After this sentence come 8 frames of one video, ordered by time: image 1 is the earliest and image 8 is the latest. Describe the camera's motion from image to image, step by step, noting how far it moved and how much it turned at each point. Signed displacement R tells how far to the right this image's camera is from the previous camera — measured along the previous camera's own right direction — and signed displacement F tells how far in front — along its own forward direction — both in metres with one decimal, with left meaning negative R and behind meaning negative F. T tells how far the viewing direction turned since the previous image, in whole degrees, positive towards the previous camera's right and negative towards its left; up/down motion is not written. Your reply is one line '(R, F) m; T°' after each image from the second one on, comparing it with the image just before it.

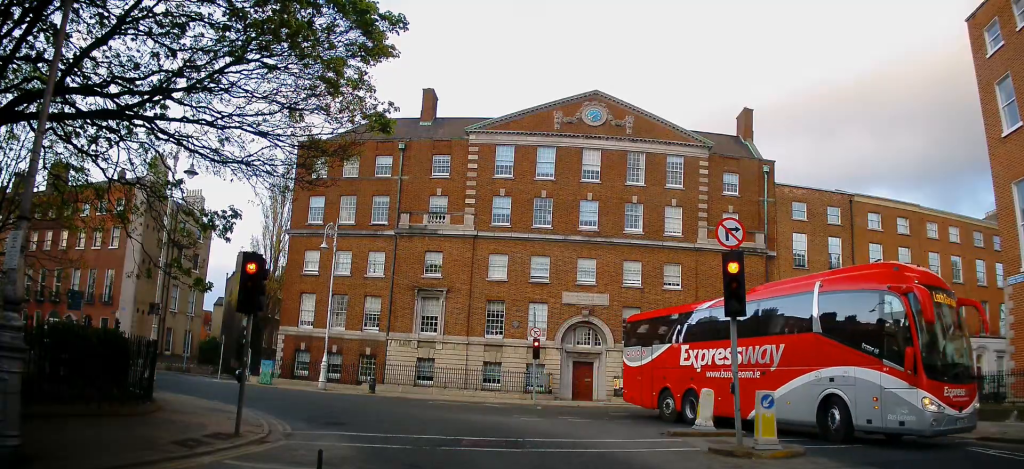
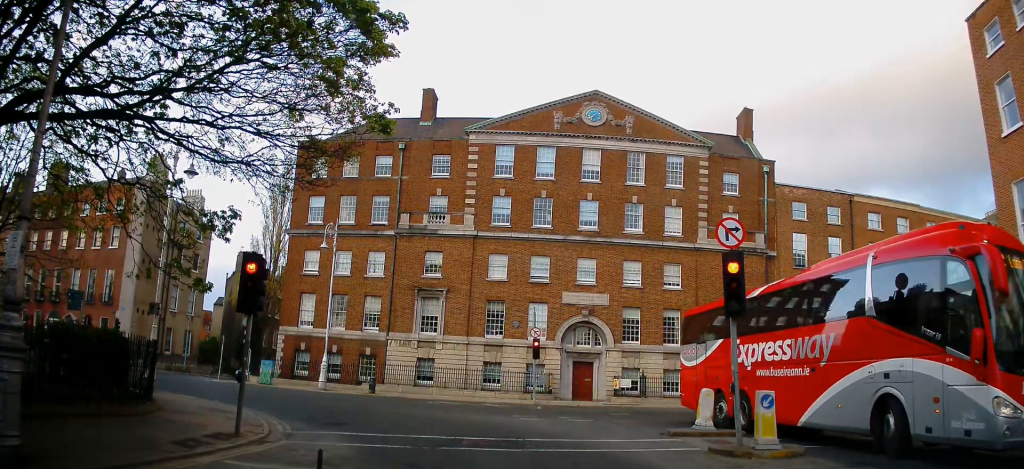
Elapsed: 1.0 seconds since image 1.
(0.0, 0.0) m; 0°
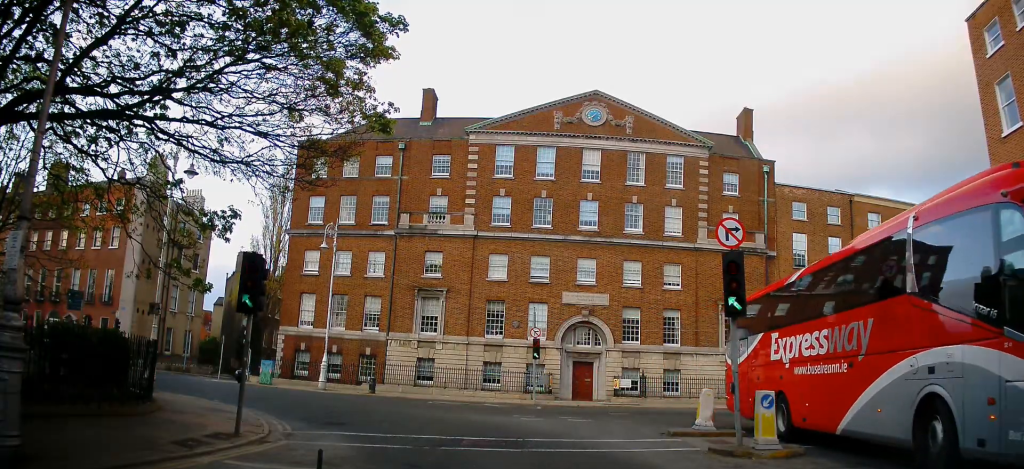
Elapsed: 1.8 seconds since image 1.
(0.0, 0.0) m; 0°
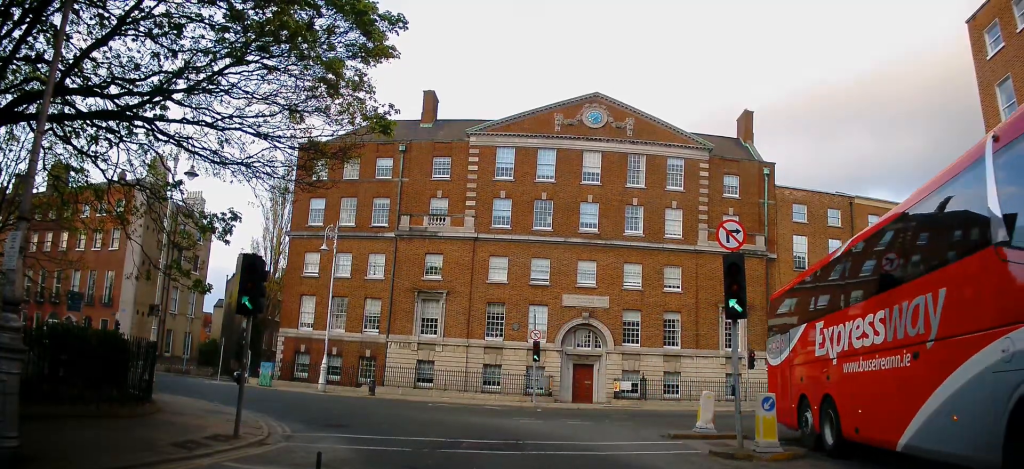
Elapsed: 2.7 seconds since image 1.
(0.0, 0.0) m; 0°
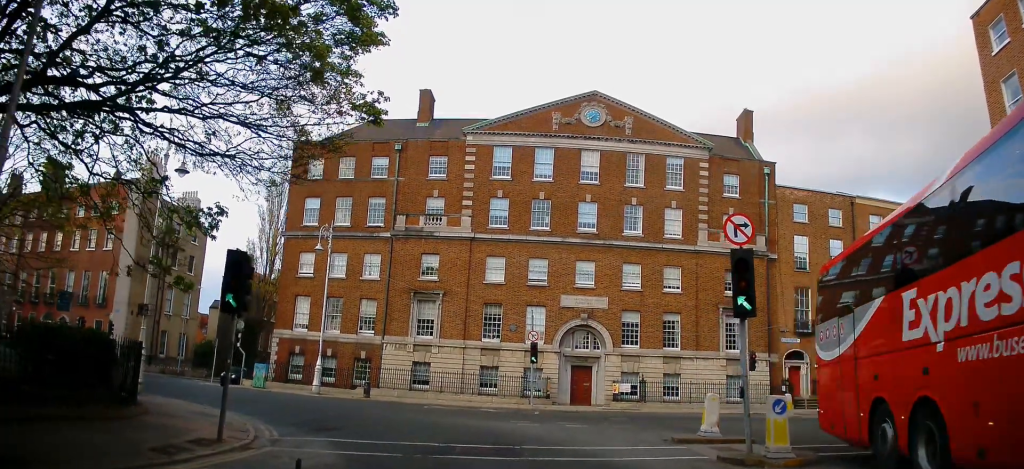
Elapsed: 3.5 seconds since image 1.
(0.0, 0.0) m; 0°
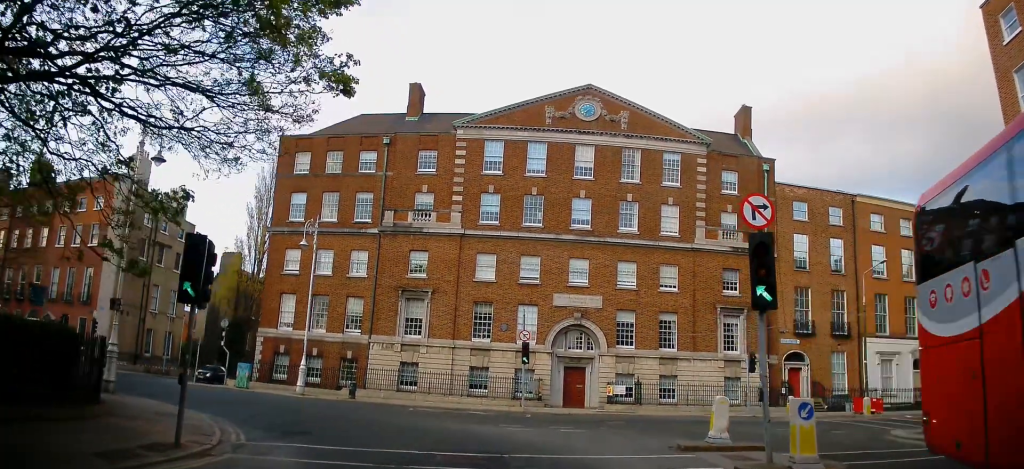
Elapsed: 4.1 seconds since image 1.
(+0.1, +0.2) m; +2°
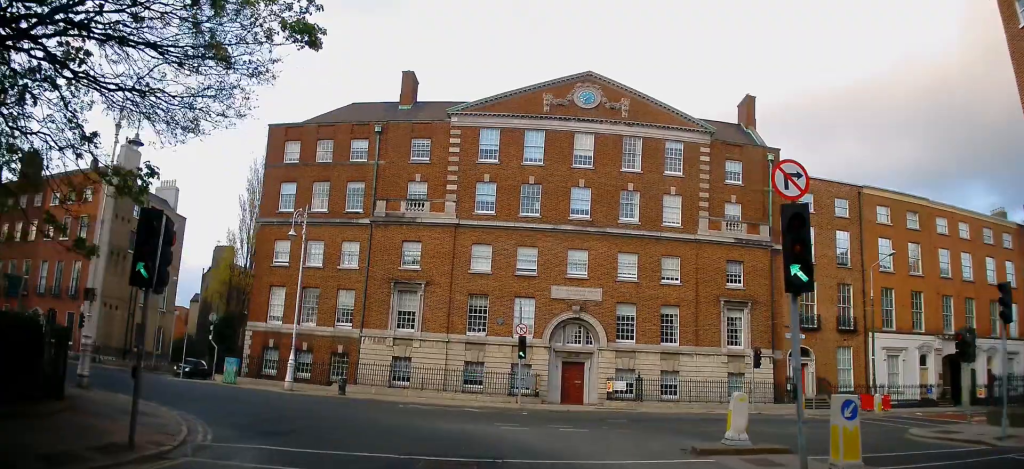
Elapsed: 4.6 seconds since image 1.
(+0.1, +0.3) m; +4°
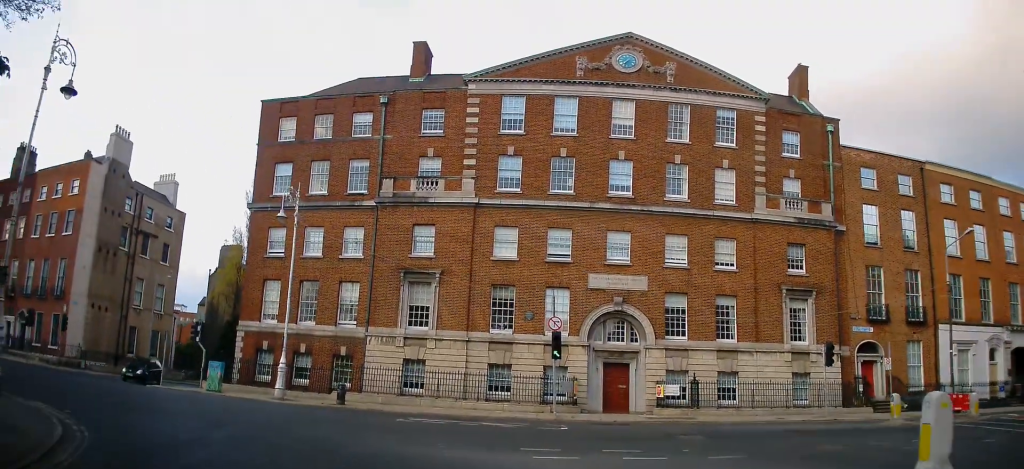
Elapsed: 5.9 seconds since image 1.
(0.0, +2.8) m; -4°
